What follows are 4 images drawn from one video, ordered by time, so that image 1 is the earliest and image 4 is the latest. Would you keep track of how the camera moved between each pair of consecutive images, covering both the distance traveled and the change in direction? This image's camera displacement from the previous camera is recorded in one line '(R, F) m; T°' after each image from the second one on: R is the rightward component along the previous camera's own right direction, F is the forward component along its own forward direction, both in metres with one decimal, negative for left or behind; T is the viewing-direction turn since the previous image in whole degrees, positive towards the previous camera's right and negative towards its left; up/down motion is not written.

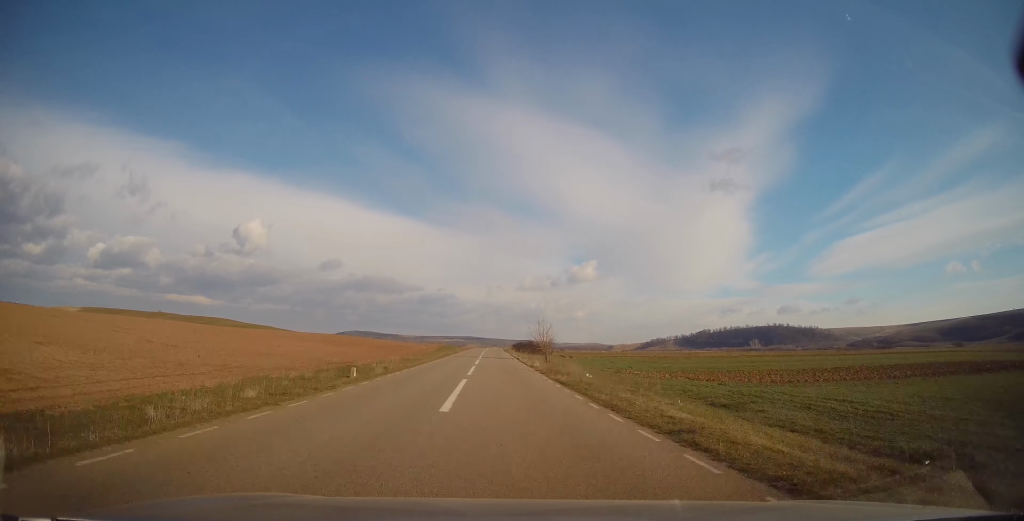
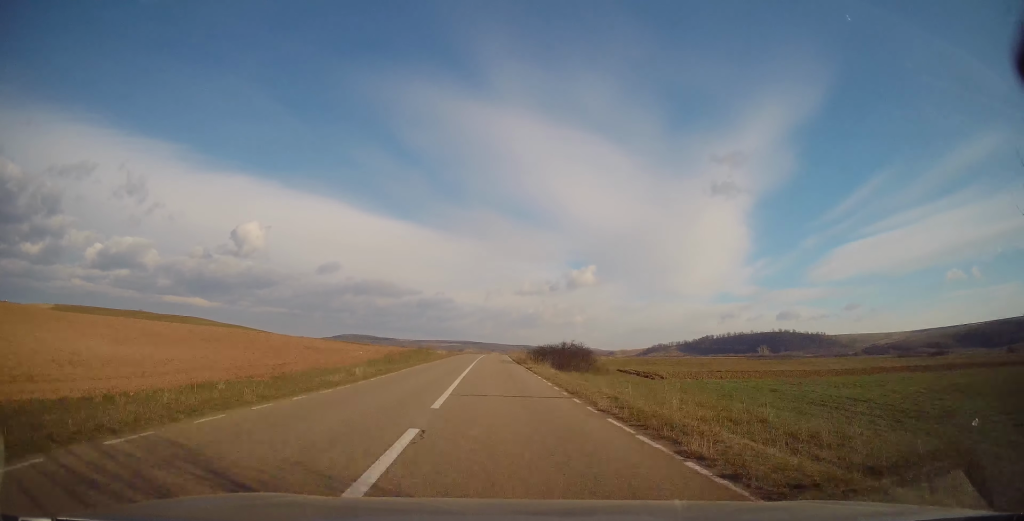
(0.0, +47.1) m; 0°
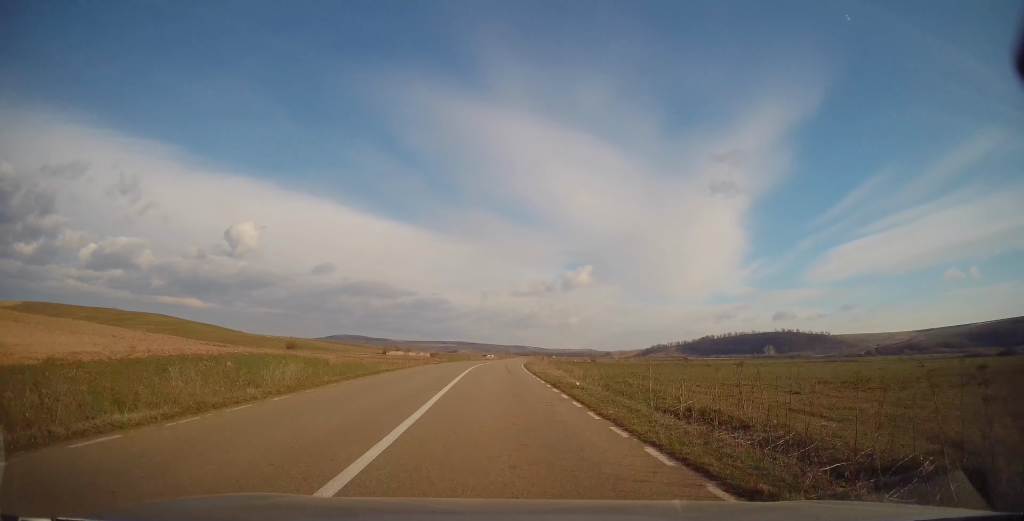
(+0.1, +49.5) m; +1°
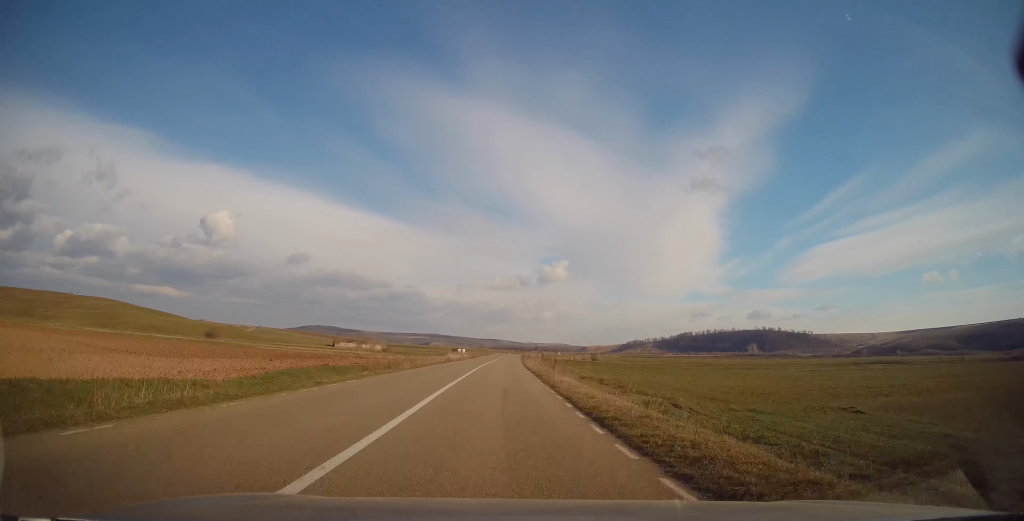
(+1.2, +41.7) m; +3°
